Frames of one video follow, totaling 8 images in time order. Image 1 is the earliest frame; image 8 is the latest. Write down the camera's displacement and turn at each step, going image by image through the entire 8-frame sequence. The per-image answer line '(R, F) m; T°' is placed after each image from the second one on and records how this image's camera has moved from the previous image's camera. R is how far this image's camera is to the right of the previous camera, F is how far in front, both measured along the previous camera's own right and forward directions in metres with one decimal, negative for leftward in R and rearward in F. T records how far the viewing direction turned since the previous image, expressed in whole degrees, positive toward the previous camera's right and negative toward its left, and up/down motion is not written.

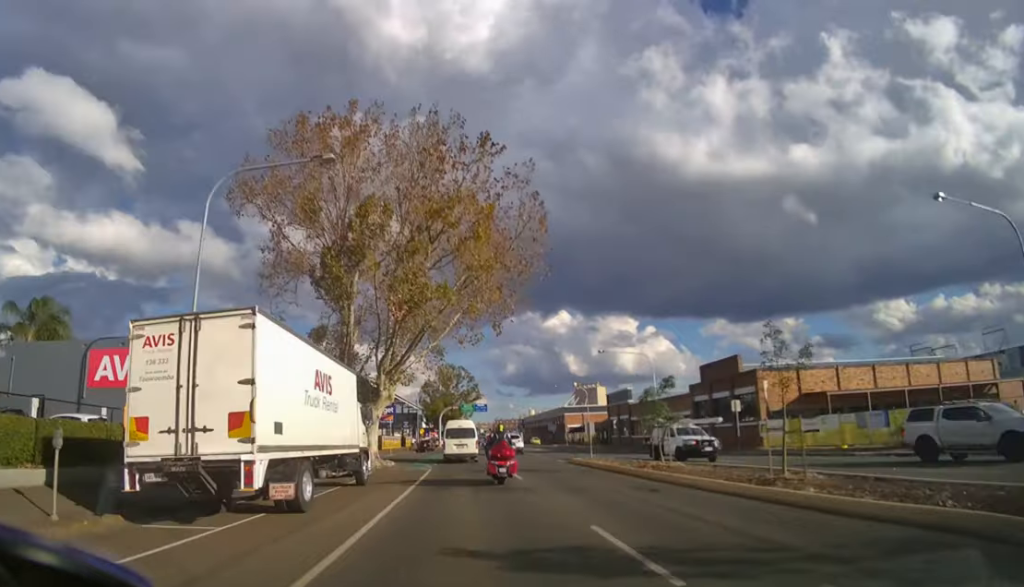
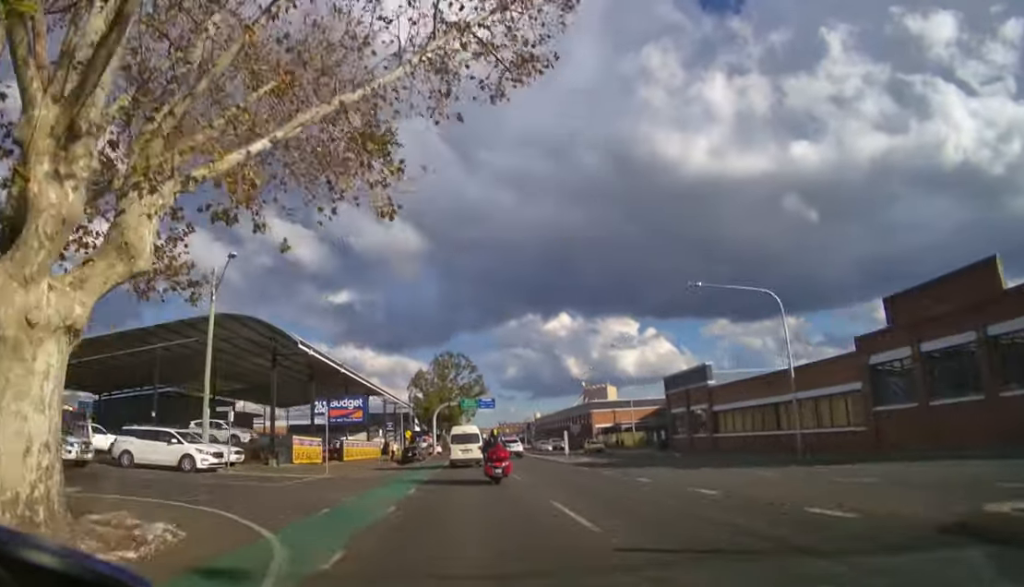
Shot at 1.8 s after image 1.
(0.0, +18.5) m; 0°
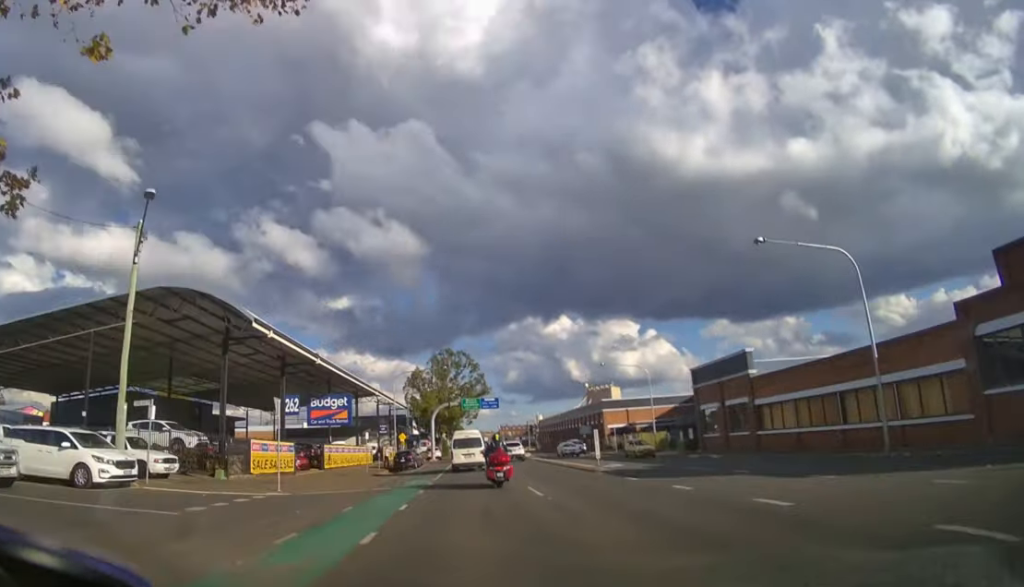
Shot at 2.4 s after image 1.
(0.0, +5.9) m; 0°
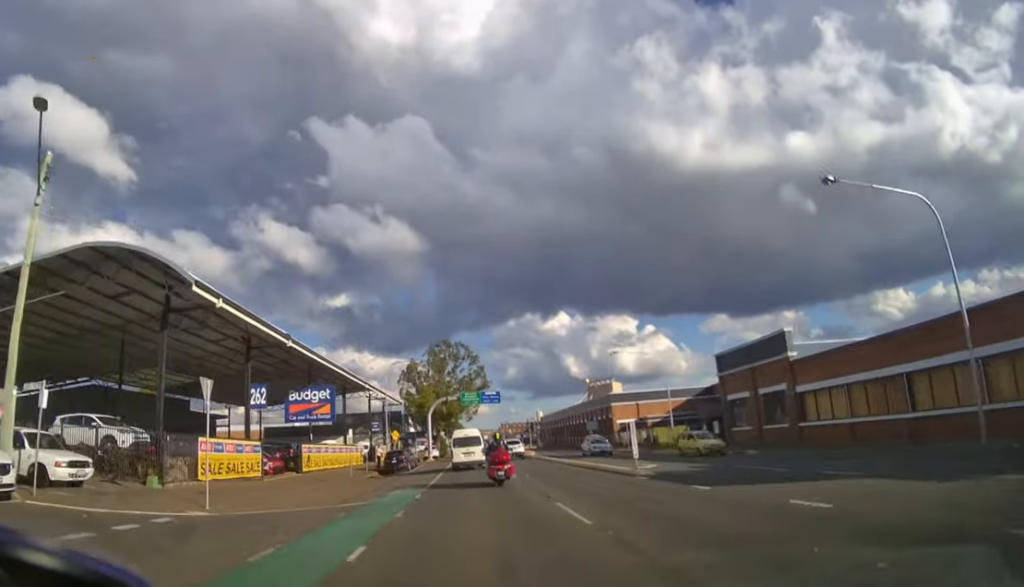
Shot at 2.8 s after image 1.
(0.0, +4.6) m; 0°
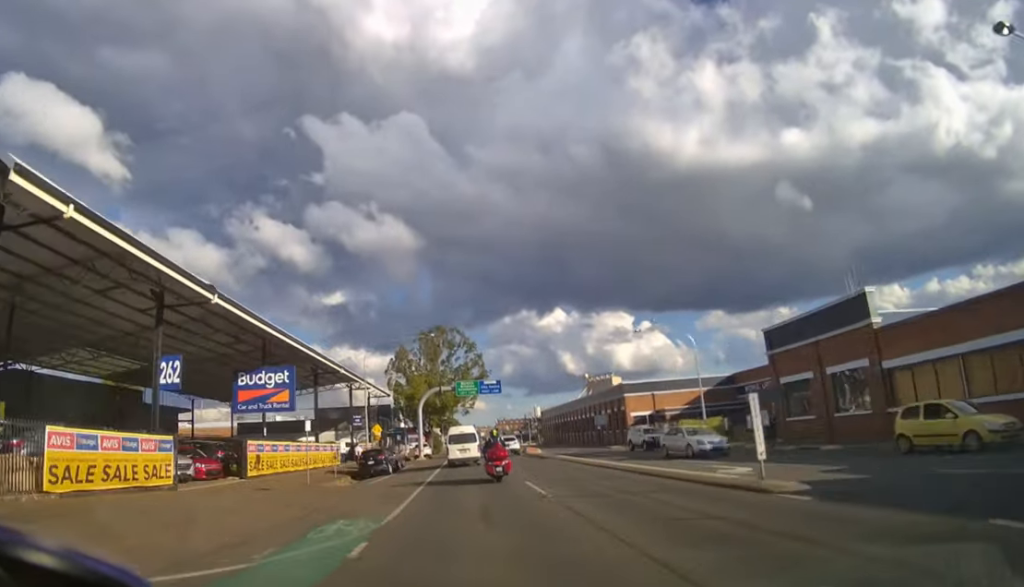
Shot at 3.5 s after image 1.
(0.0, +7.2) m; 0°
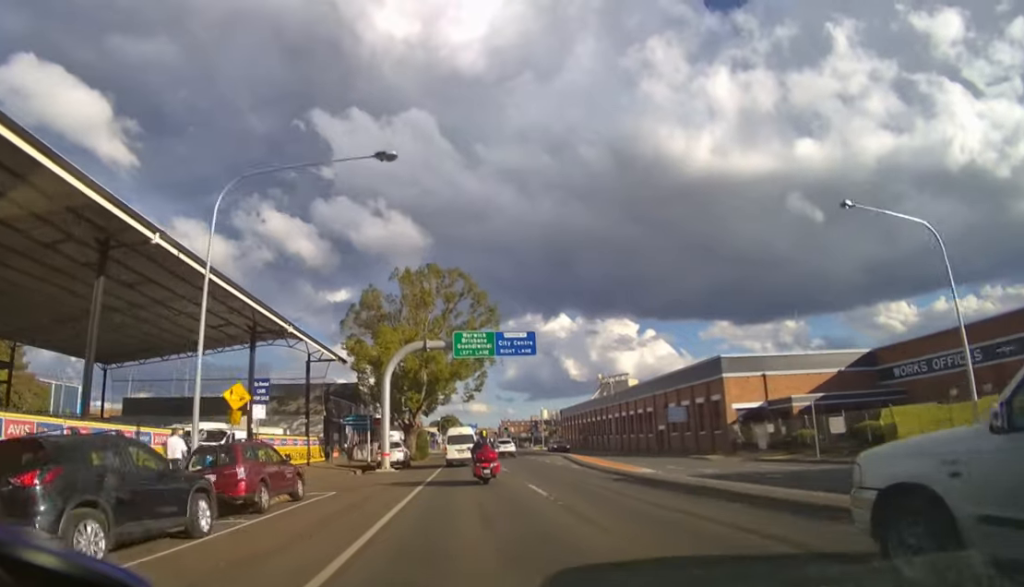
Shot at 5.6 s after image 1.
(+0.1, +24.2) m; 0°
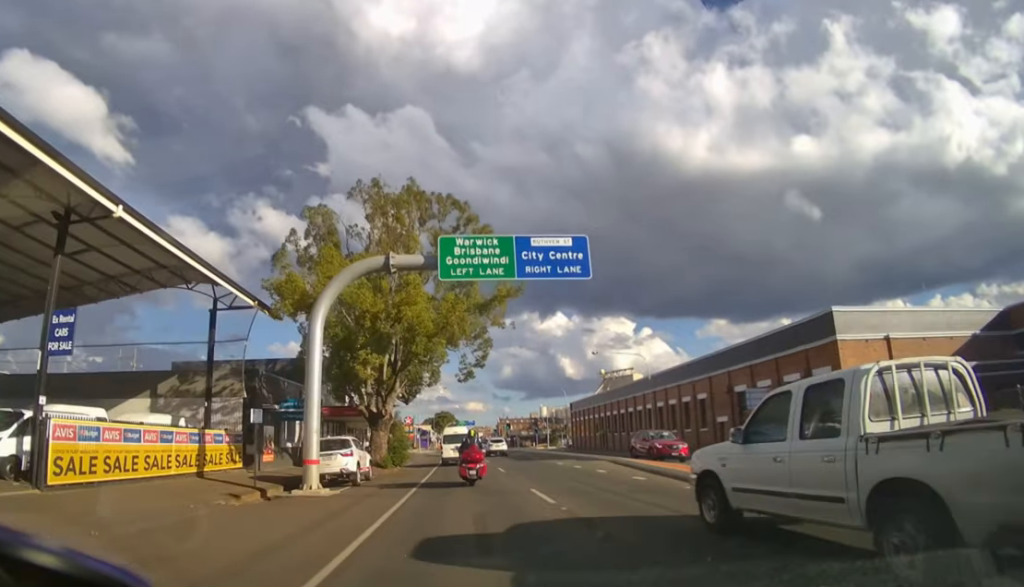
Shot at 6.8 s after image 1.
(0.0, +14.3) m; 0°
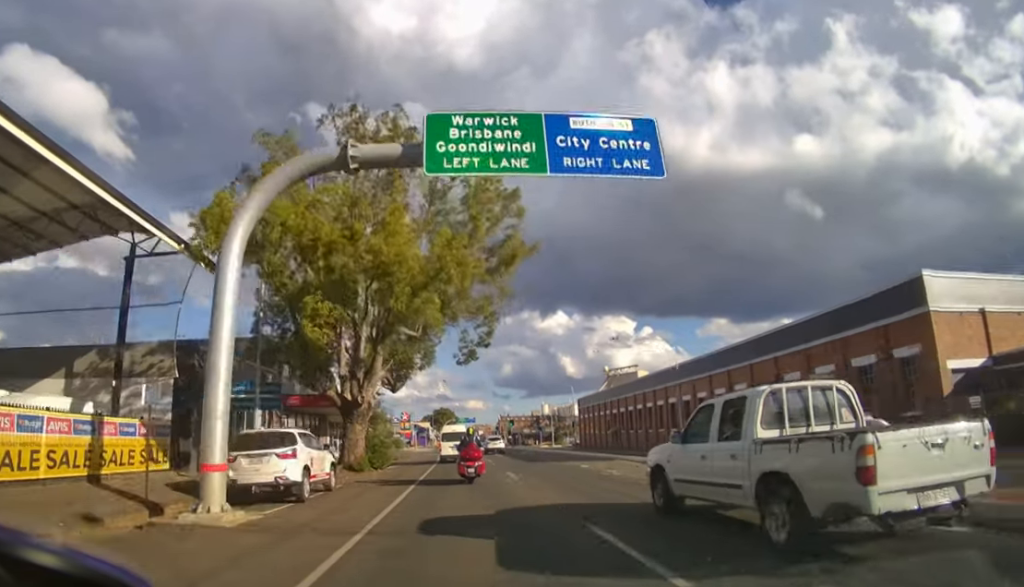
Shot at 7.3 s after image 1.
(0.0, +6.5) m; 0°
